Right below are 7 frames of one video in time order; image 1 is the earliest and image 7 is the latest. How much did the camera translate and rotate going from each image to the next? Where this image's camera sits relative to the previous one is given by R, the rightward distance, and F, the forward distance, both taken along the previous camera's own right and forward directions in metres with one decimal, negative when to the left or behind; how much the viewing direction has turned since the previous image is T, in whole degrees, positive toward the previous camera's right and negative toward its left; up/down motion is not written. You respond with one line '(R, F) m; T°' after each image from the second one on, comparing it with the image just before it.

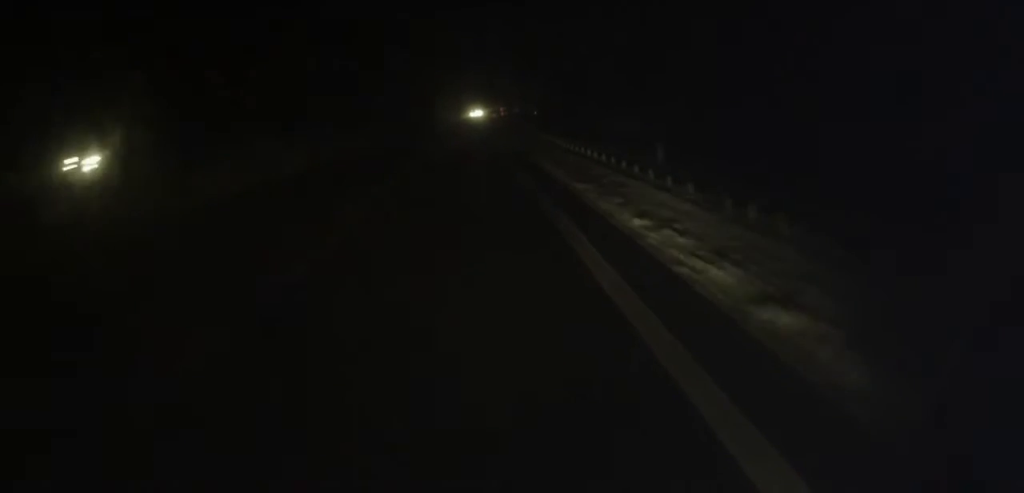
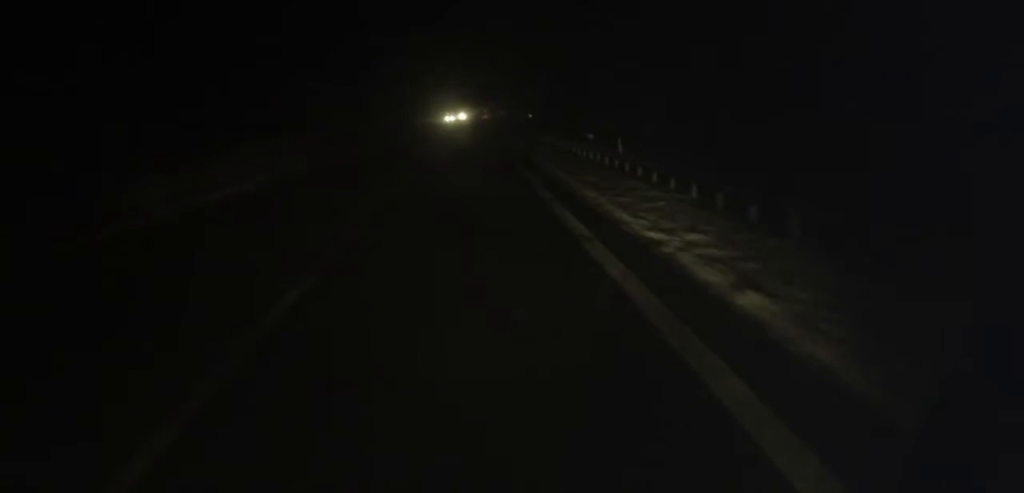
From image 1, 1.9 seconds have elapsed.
(+0.1, +41.9) m; +1°
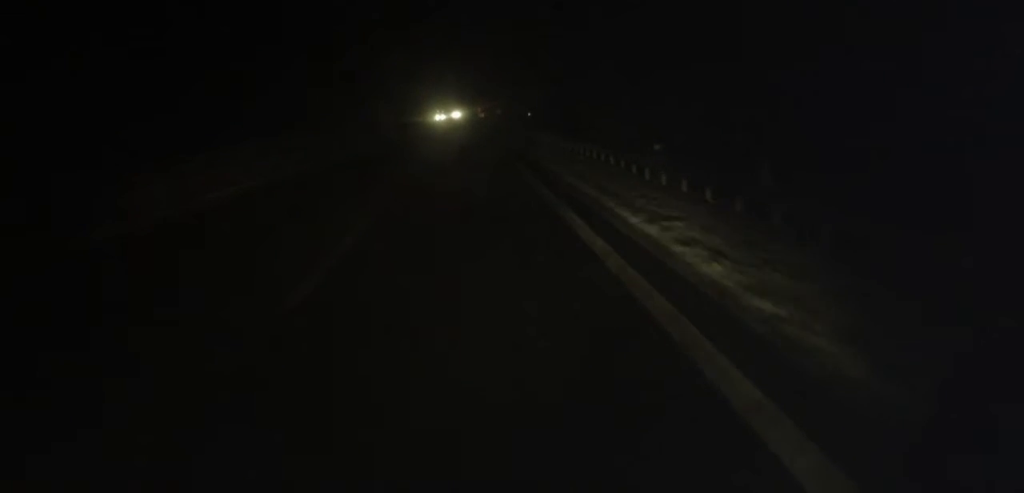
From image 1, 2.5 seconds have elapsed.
(+0.1, +13.2) m; +1°
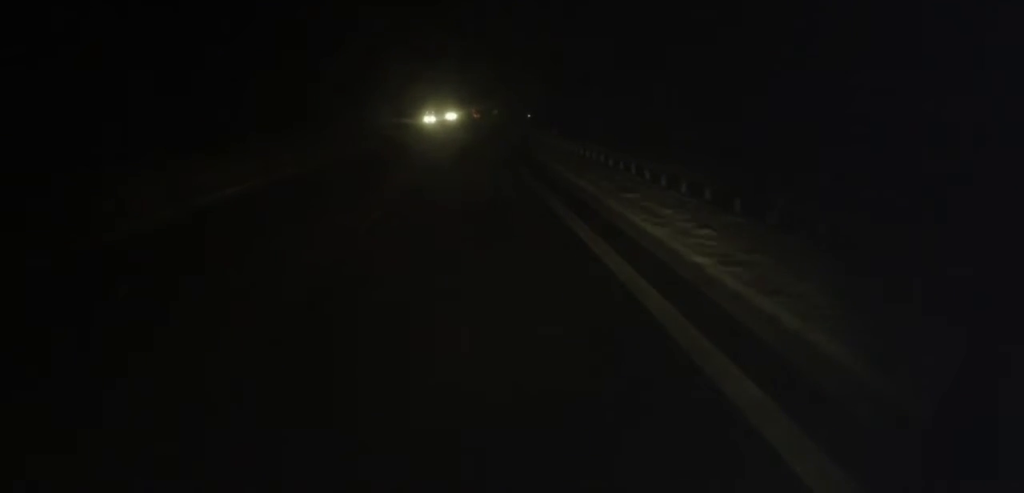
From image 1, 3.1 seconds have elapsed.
(+0.2, +14.0) m; +1°
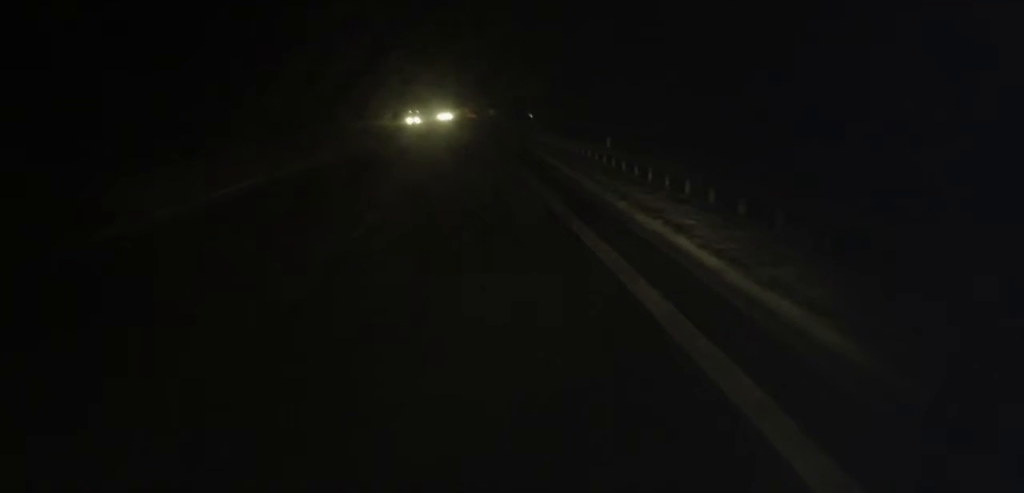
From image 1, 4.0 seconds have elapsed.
(+0.1, +18.4) m; 0°
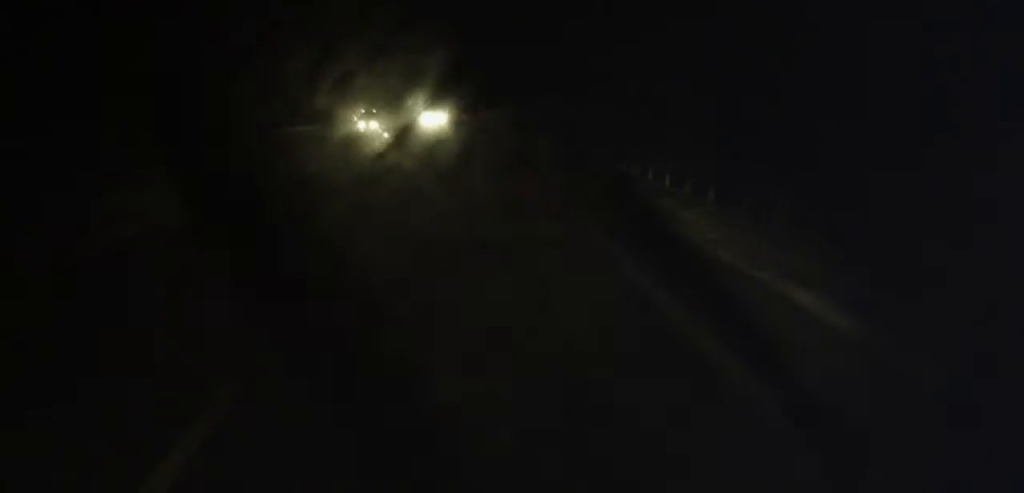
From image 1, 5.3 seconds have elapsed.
(+0.2, +30.0) m; +1°
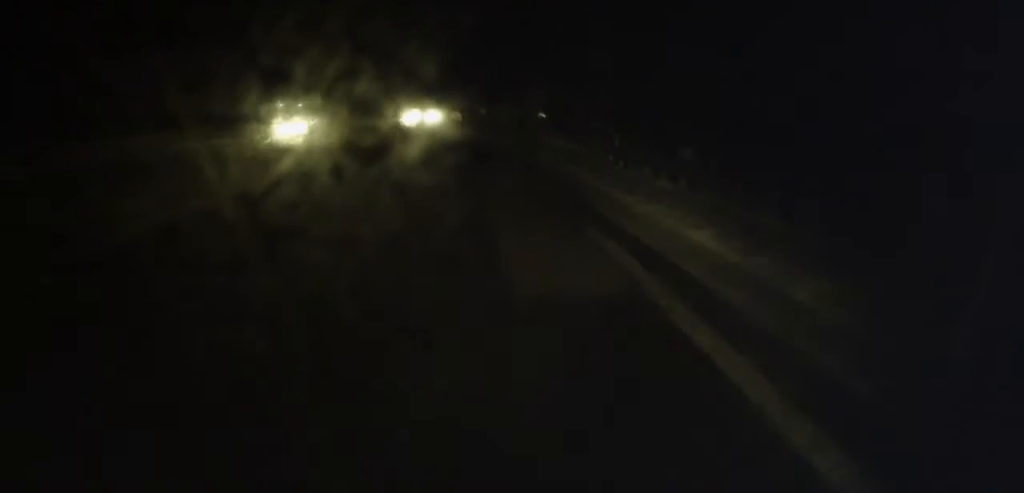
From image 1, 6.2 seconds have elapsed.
(+0.3, +19.7) m; 0°
